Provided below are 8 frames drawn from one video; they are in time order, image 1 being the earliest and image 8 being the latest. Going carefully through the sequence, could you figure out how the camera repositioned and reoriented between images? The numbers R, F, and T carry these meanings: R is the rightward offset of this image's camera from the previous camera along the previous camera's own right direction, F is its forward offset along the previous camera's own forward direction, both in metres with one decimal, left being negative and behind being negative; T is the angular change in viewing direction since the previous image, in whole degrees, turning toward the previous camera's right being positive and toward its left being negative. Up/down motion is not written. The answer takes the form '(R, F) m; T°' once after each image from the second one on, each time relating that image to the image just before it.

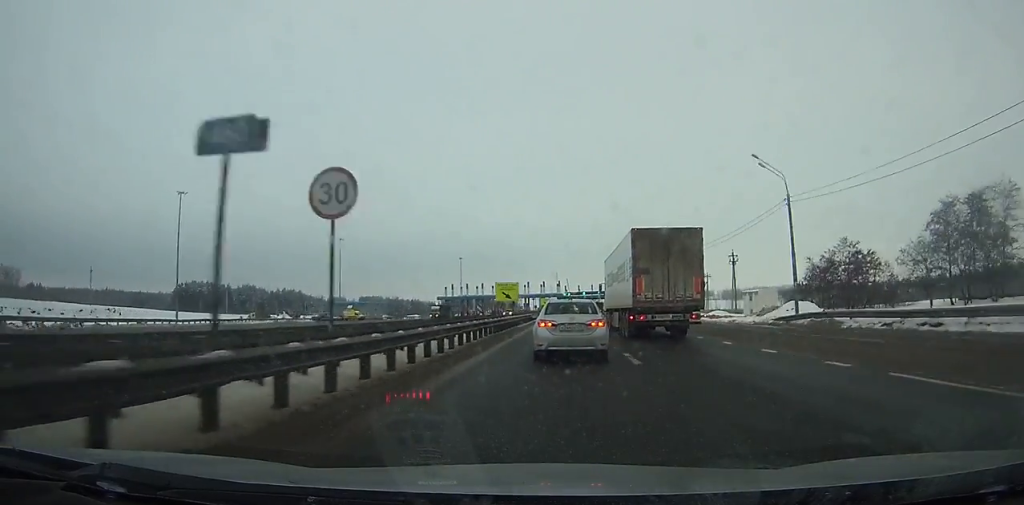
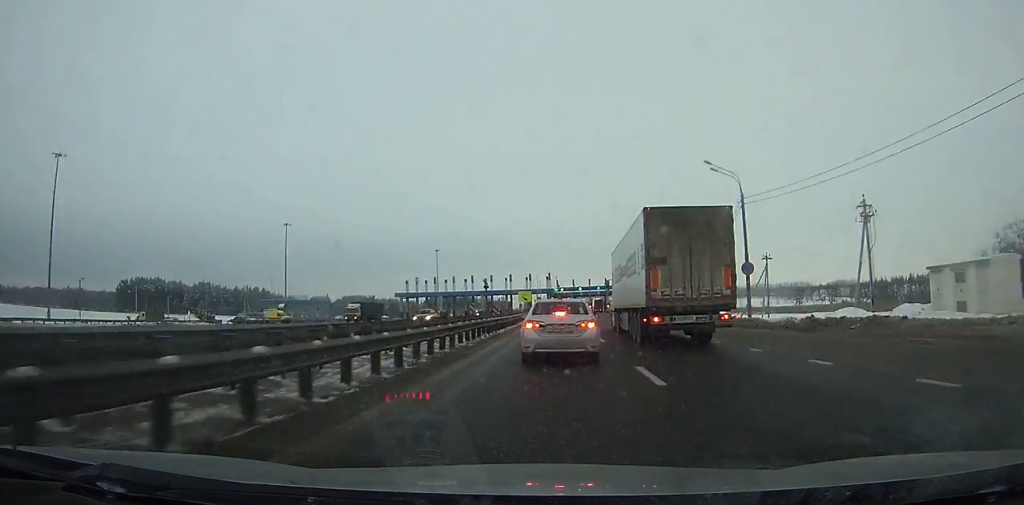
(+0.2, +36.5) m; +1°
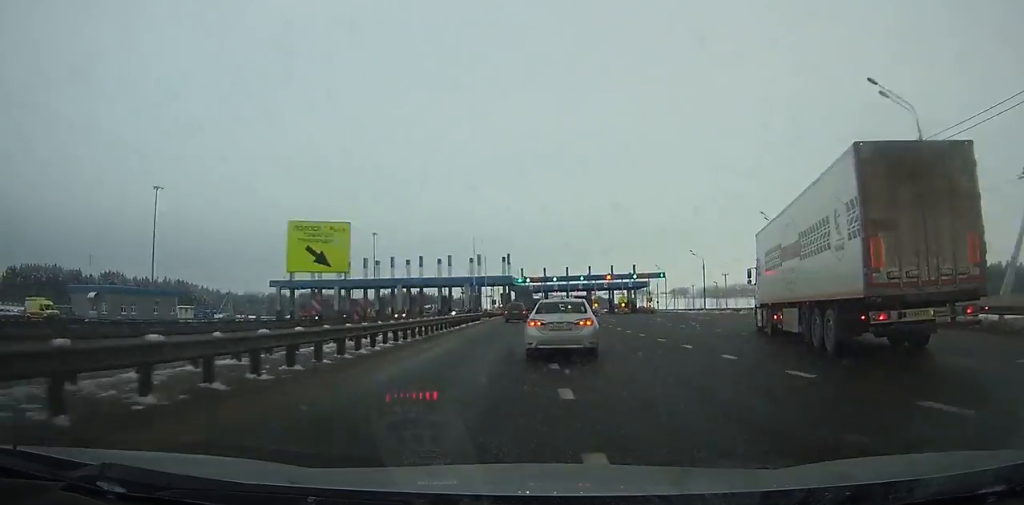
(+1.1, +52.1) m; +3°
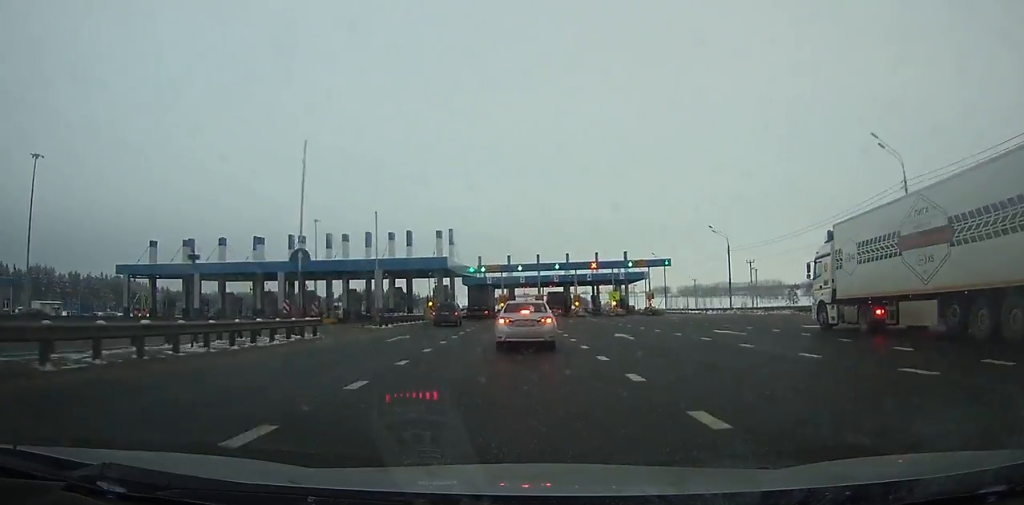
(+0.5, +28.6) m; -1°
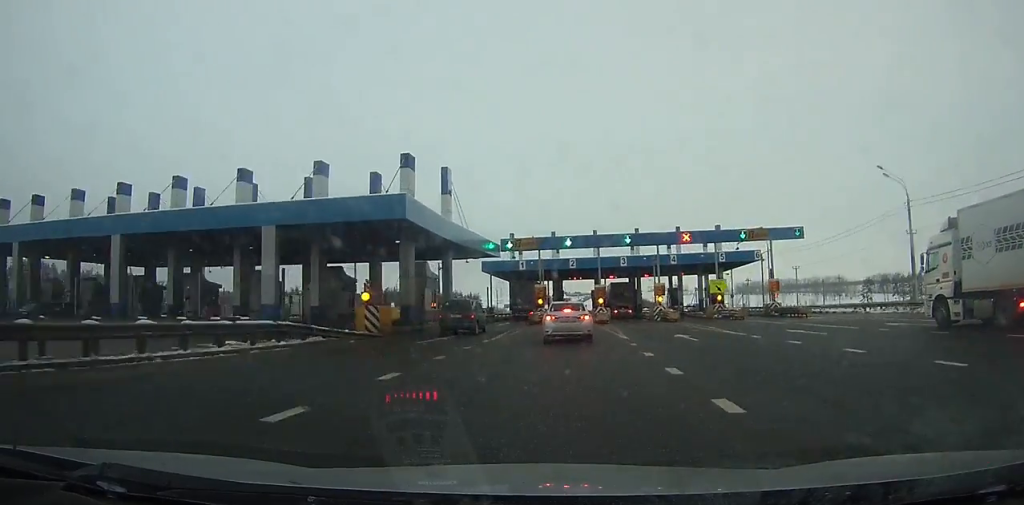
(-0.8, +30.2) m; -2°
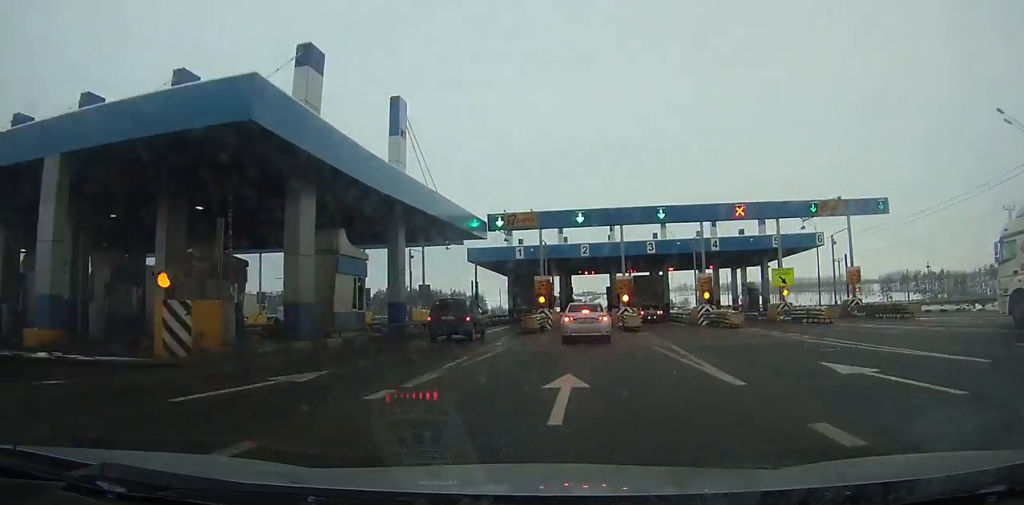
(0.0, +12.6) m; 0°
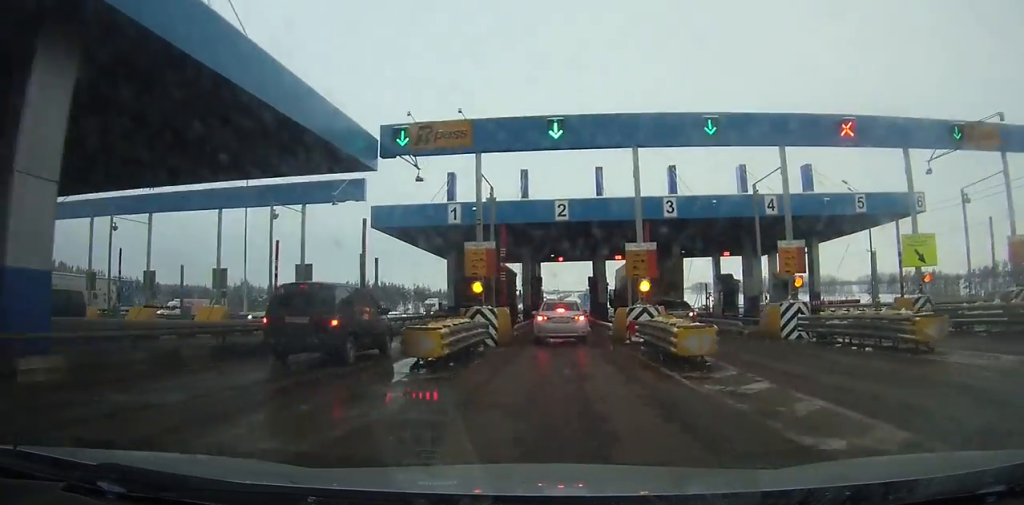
(+0.1, +16.7) m; +1°
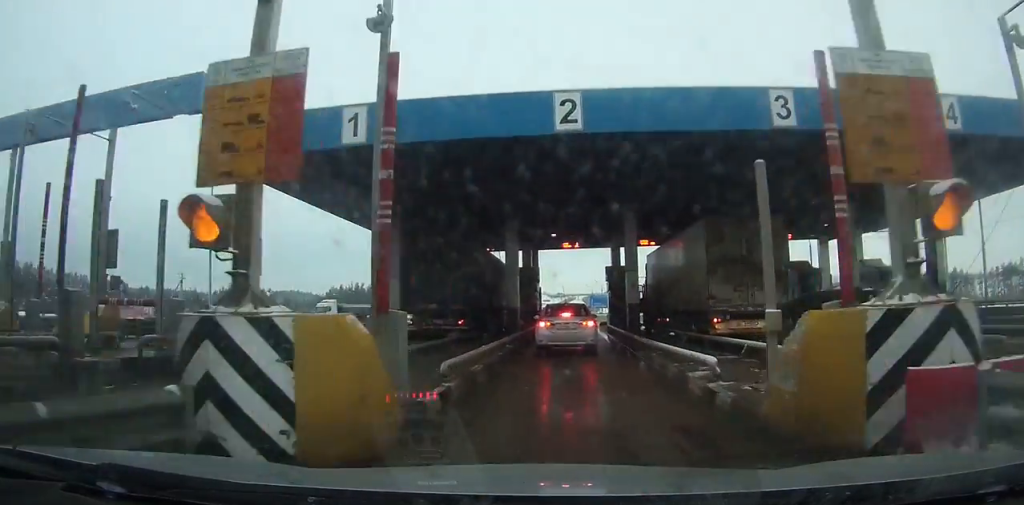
(0.0, +13.3) m; +1°
